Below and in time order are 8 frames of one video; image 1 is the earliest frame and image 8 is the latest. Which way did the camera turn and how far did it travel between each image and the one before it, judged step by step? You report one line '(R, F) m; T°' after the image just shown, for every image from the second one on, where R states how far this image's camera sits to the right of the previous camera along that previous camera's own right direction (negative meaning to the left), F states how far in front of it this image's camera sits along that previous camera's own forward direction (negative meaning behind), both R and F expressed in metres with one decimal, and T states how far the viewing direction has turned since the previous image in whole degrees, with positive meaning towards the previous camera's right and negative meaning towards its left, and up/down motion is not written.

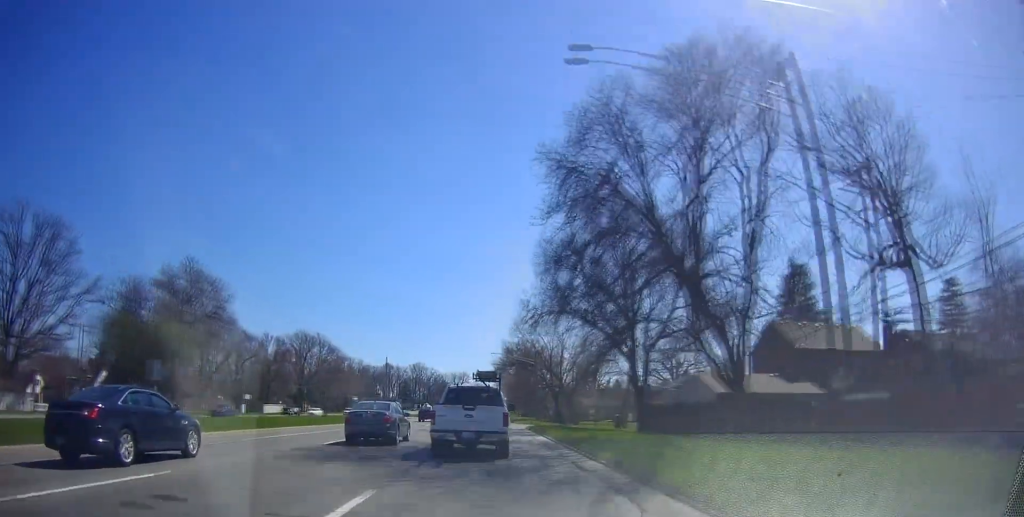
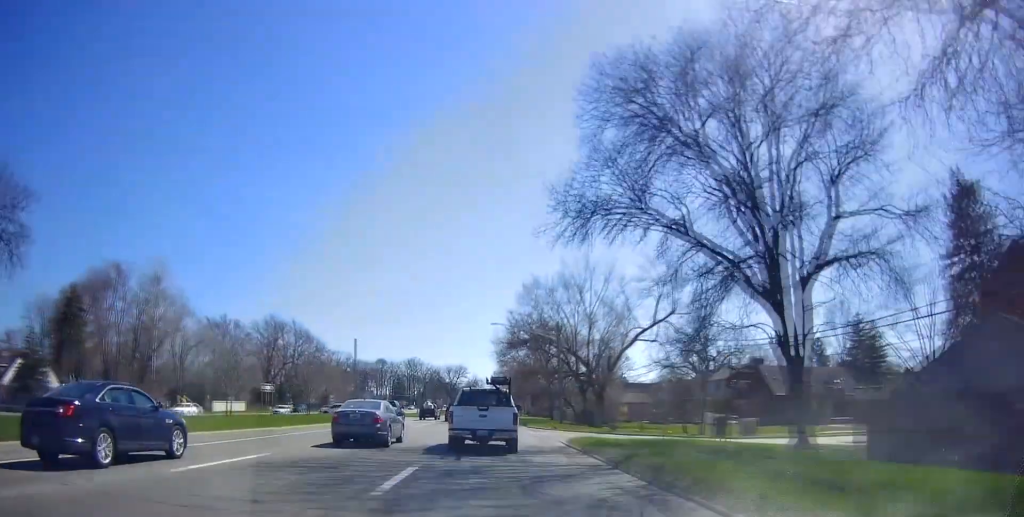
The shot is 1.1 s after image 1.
(-0.4, +25.4) m; 0°
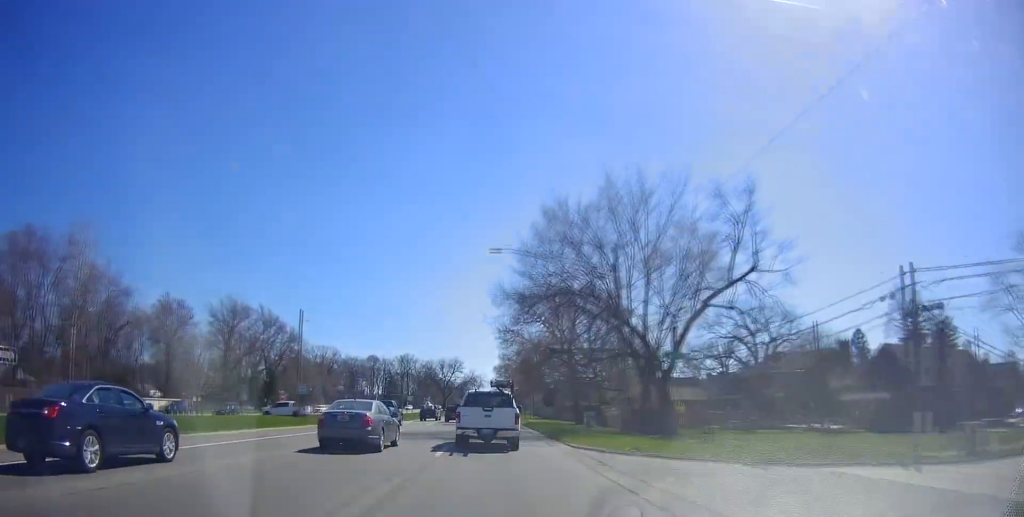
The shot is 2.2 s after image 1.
(+0.3, +24.8) m; 0°
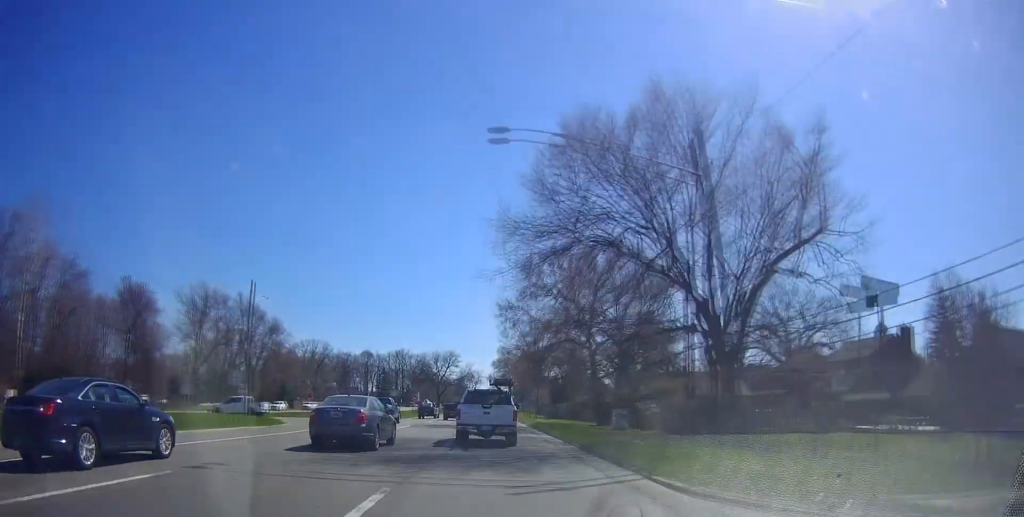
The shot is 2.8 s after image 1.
(-0.1, +12.7) m; 0°
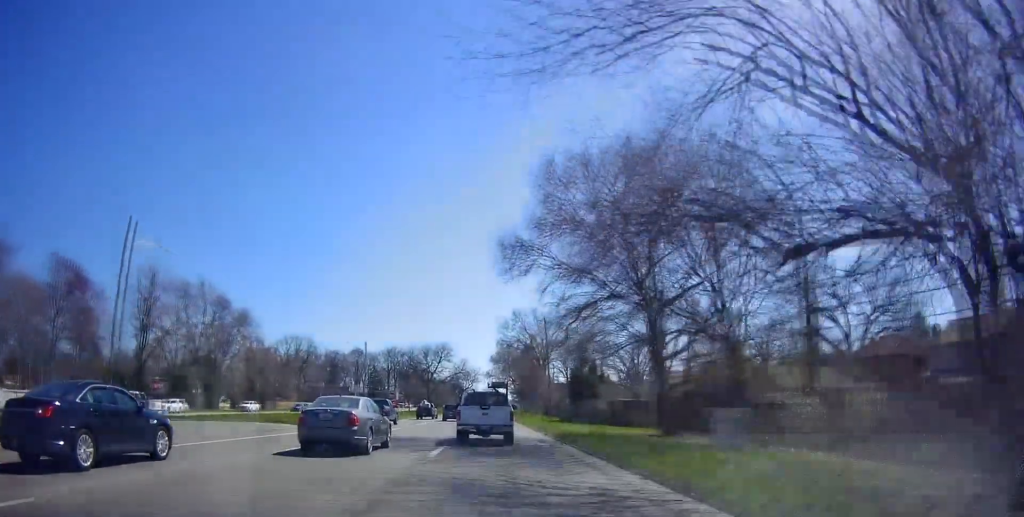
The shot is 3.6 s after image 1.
(-0.2, +18.5) m; +1°
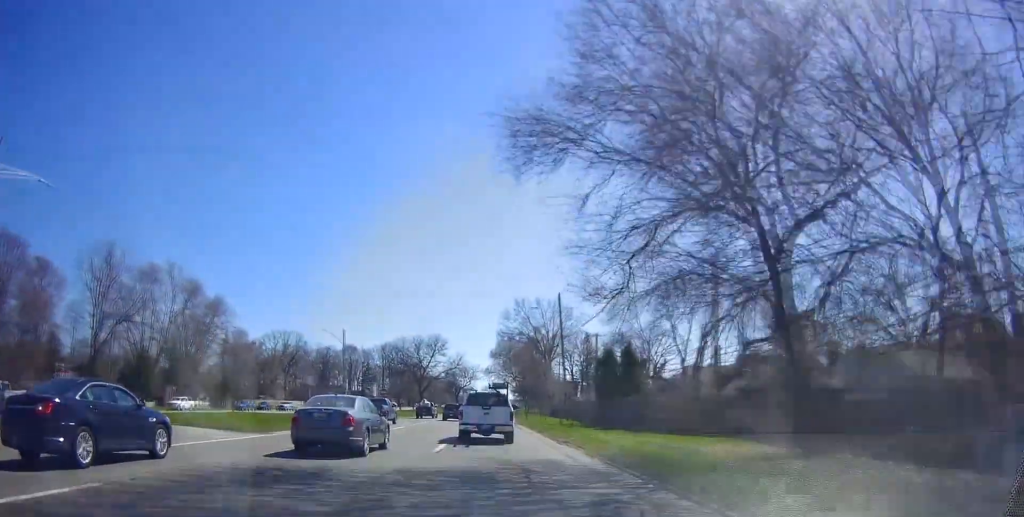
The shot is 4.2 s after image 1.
(+0.5, +13.3) m; 0°
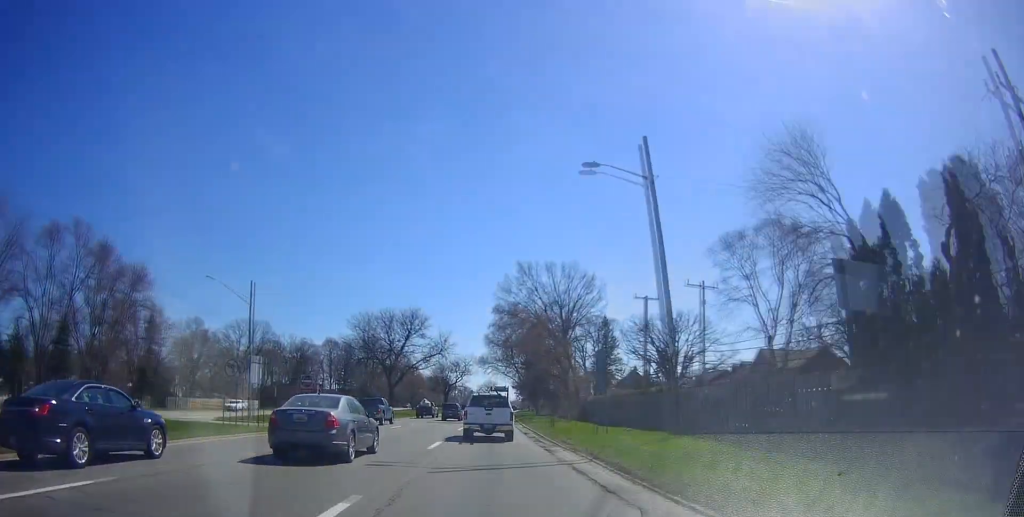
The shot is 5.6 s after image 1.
(-0.5, +29.5) m; 0°
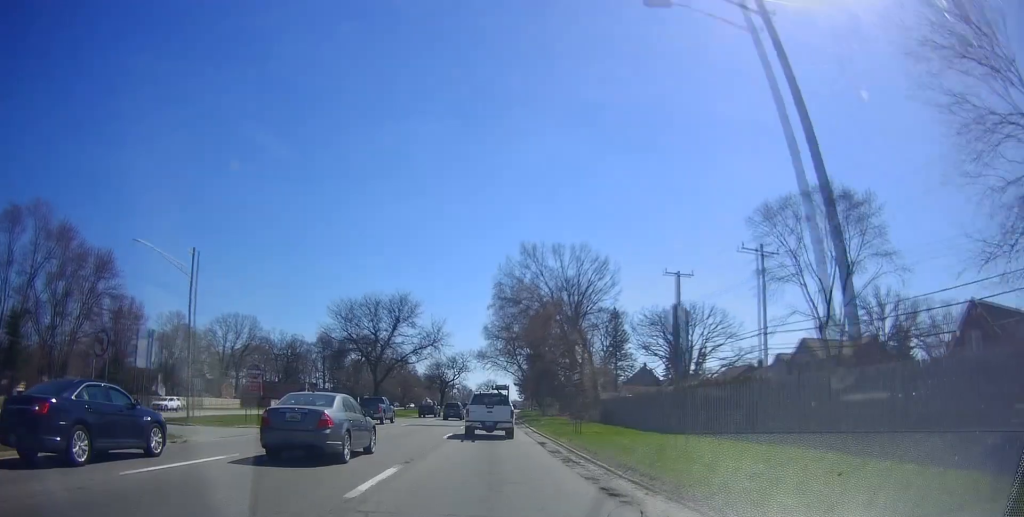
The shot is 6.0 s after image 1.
(+0.4, +10.2) m; 0°
